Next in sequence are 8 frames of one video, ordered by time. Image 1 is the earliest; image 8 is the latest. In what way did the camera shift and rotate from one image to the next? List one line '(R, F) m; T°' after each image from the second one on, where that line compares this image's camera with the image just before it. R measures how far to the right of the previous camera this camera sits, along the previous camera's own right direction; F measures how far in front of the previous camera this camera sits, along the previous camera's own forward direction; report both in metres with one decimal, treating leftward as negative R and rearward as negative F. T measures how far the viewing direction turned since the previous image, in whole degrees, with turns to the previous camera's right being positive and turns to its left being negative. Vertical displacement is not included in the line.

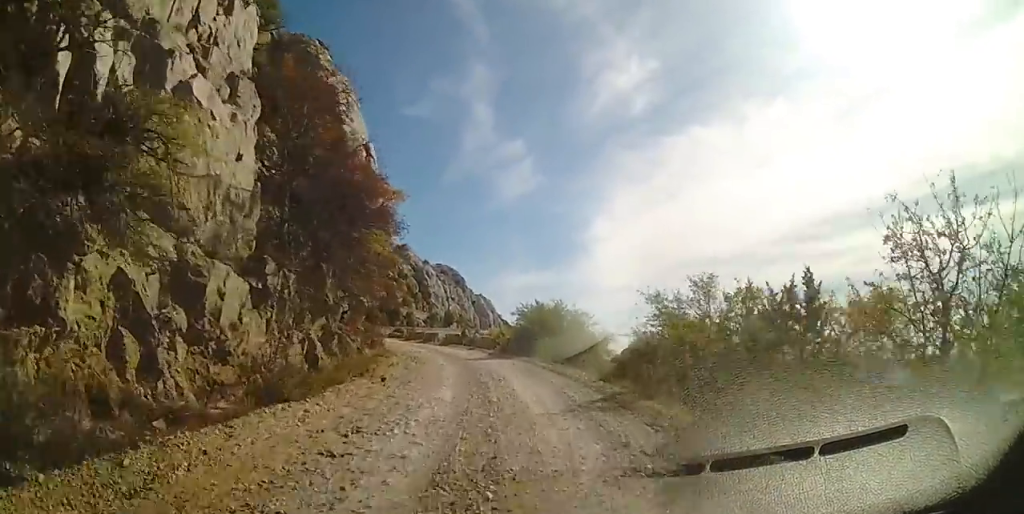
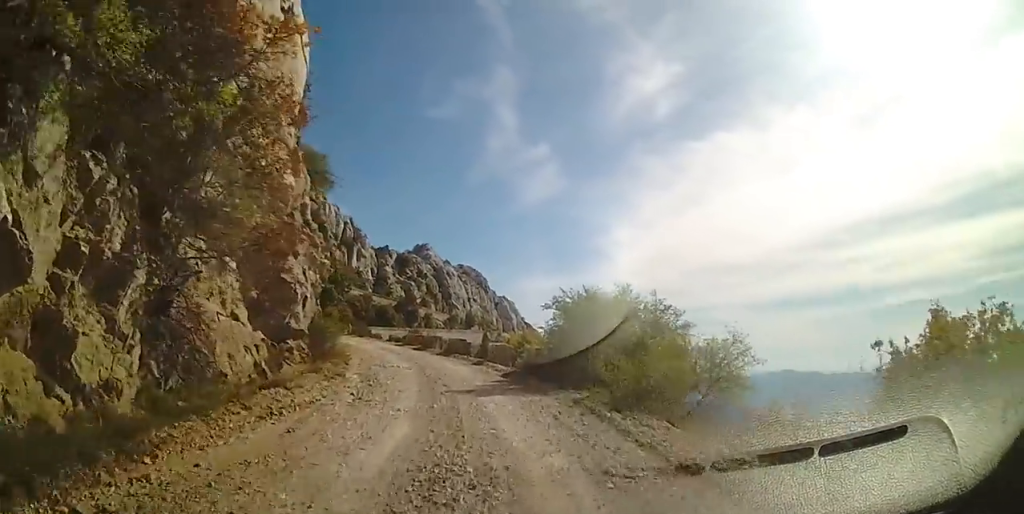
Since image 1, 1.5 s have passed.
(-0.2, +10.5) m; -4°
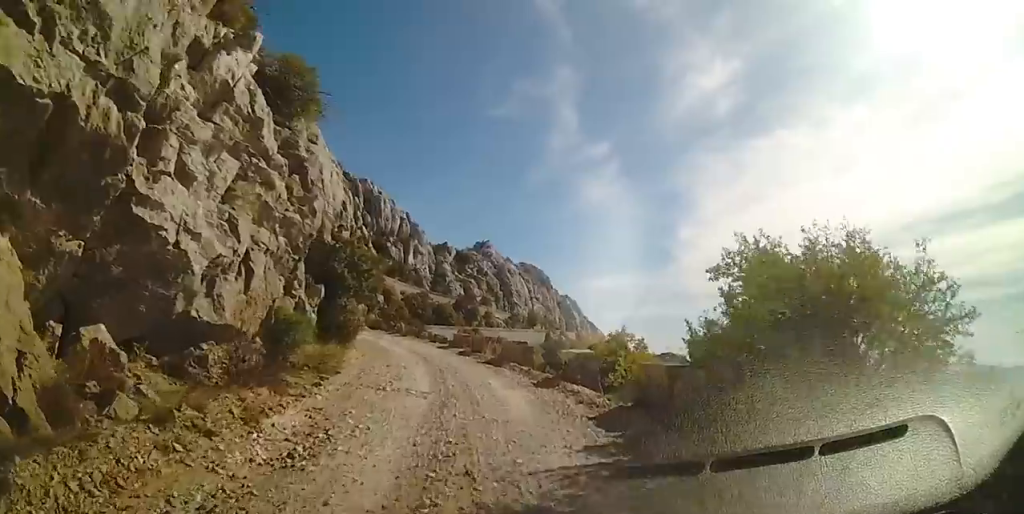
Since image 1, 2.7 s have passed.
(-0.2, +7.9) m; -7°
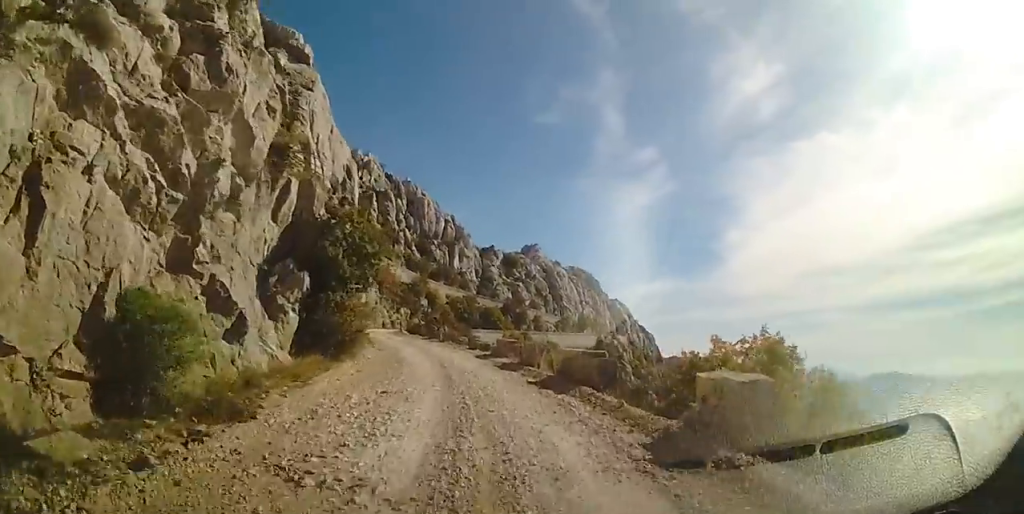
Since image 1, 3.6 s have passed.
(-0.5, +6.5) m; -9°
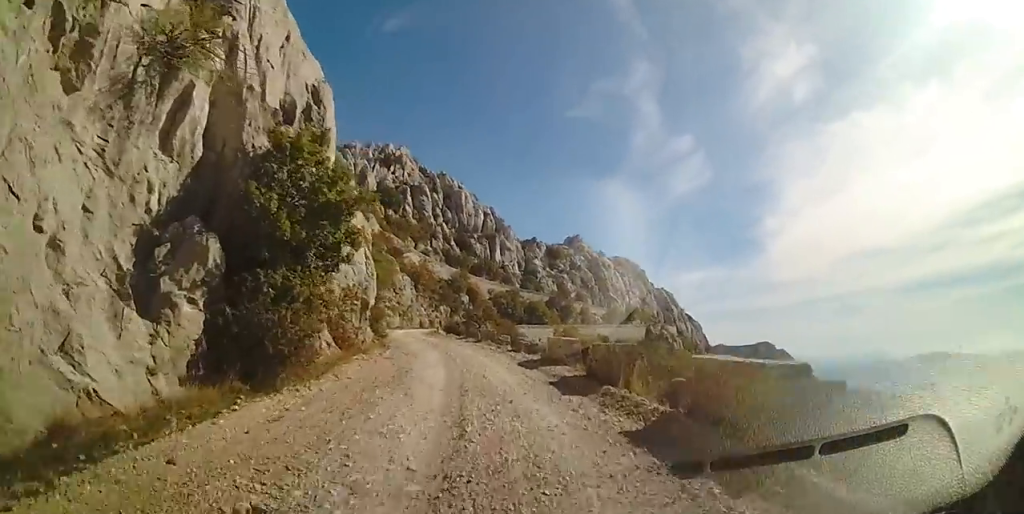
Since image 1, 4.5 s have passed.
(-0.5, +7.0) m; -4°
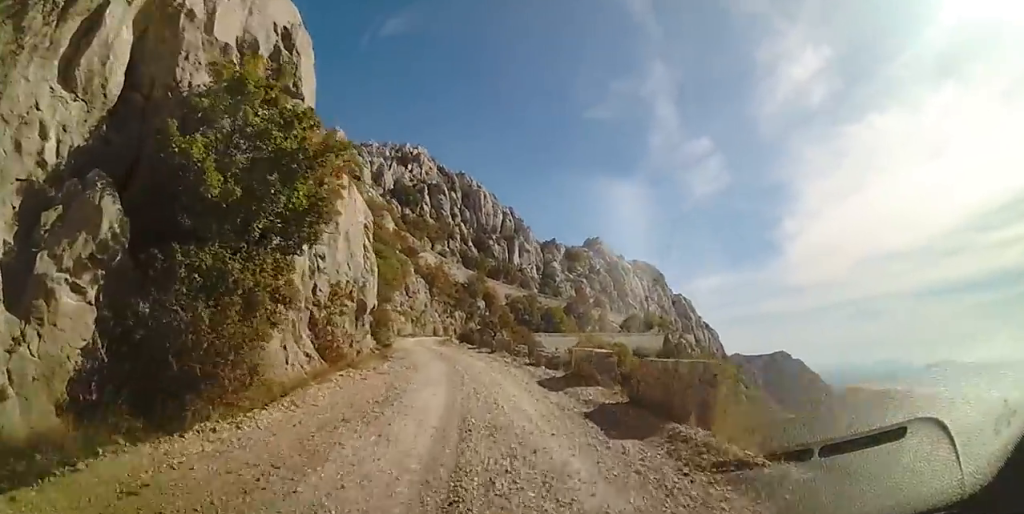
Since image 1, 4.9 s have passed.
(0.0, +3.0) m; 0°
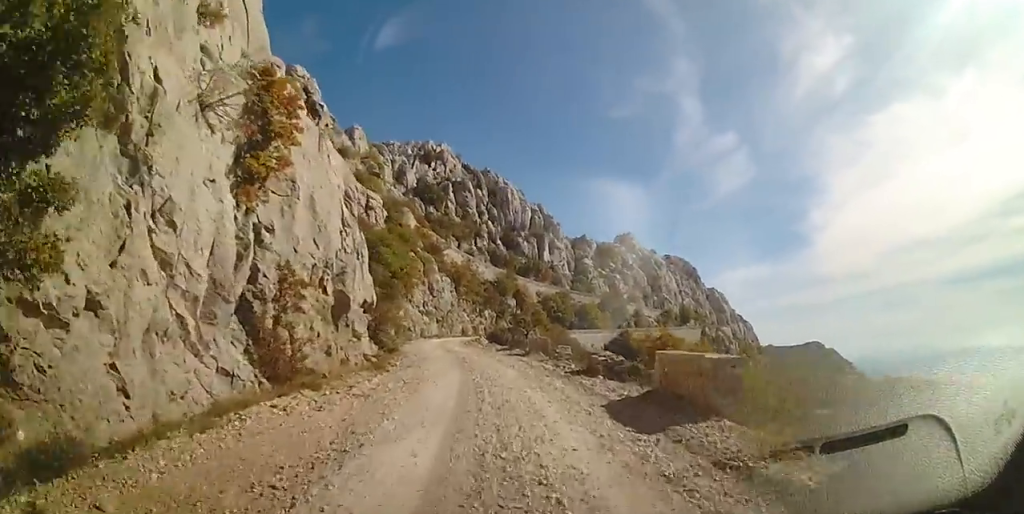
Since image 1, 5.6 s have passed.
(0.0, +5.6) m; 0°
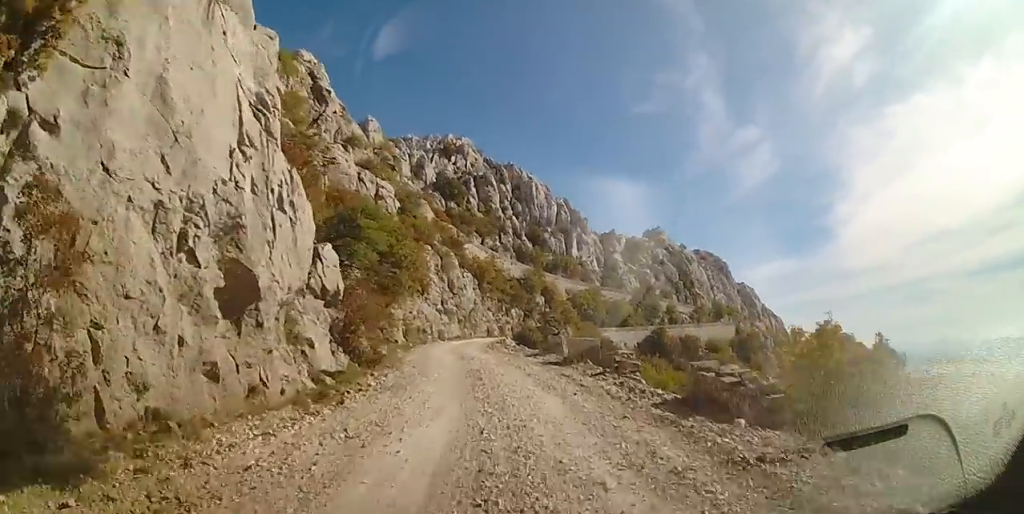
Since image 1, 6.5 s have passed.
(0.0, +6.9) m; -3°
